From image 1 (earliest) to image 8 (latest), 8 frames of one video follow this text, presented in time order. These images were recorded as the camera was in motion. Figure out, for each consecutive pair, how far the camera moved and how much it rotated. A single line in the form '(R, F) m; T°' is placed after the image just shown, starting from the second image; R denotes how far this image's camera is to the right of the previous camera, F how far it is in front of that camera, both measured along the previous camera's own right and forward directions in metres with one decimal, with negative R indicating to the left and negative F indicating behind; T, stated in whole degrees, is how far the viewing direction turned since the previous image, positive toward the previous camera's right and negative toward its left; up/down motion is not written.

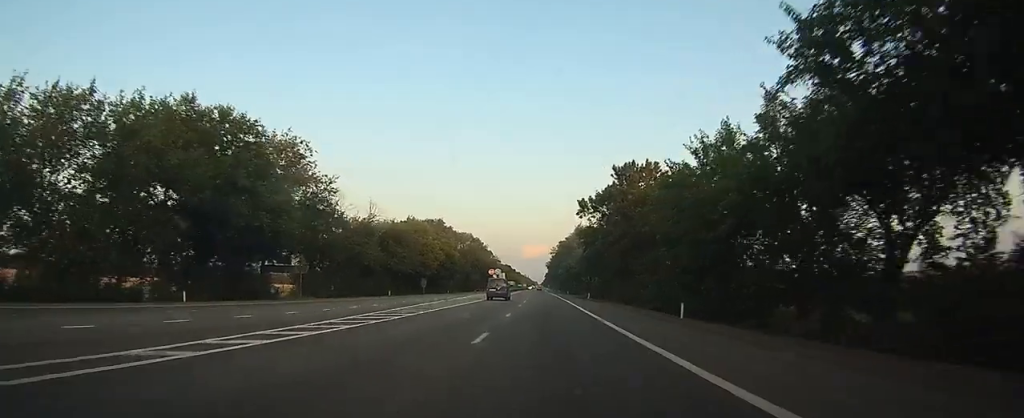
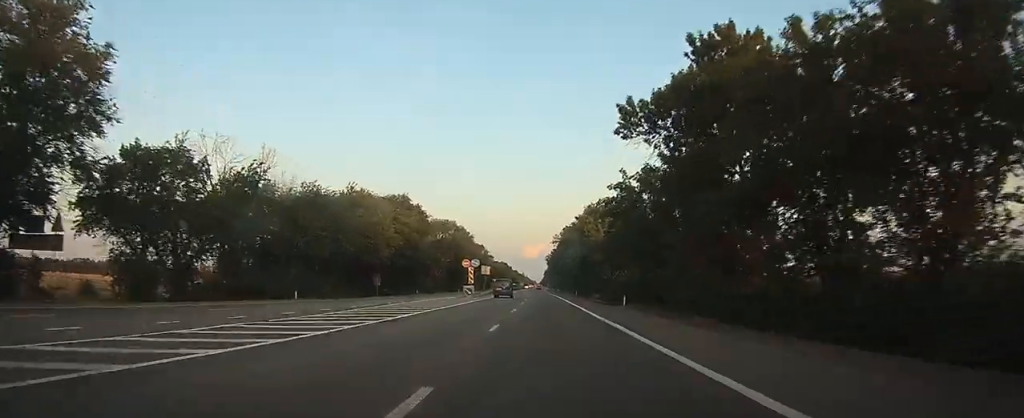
(+0.1, +32.5) m; 0°
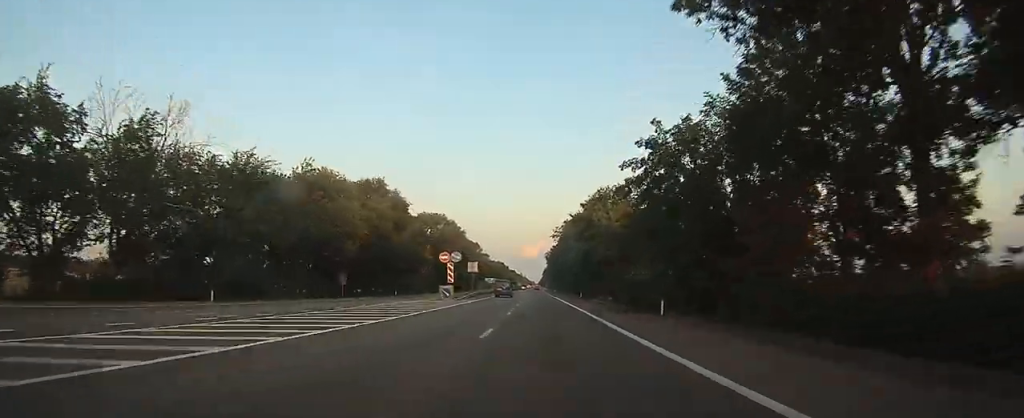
(0.0, +13.9) m; 0°
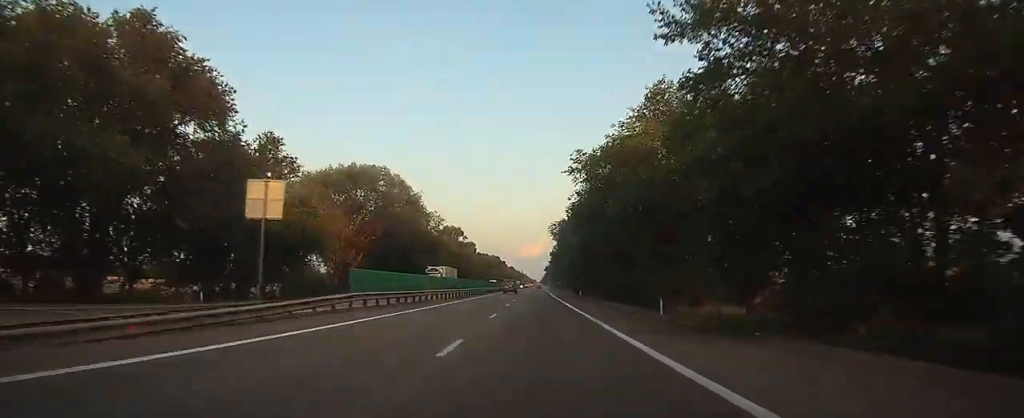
(+0.2, +51.9) m; 0°
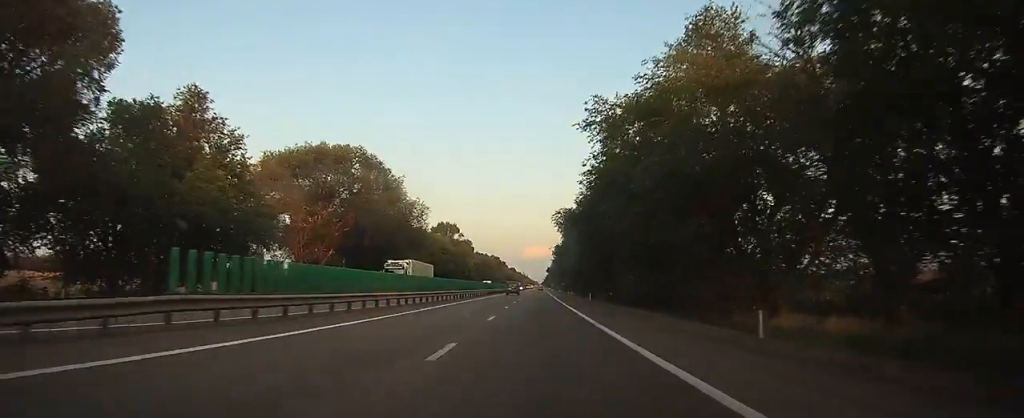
(+0.1, +12.4) m; 0°
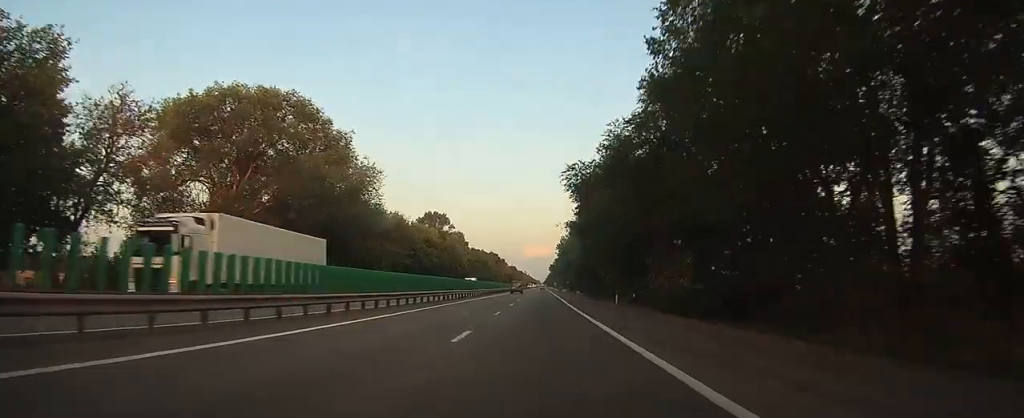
(-0.2, +20.7) m; -1°
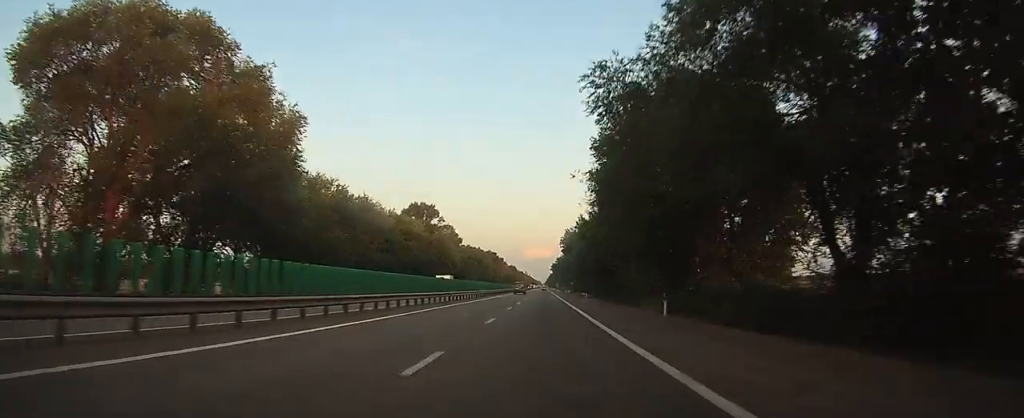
(-0.1, +16.6) m; 0°
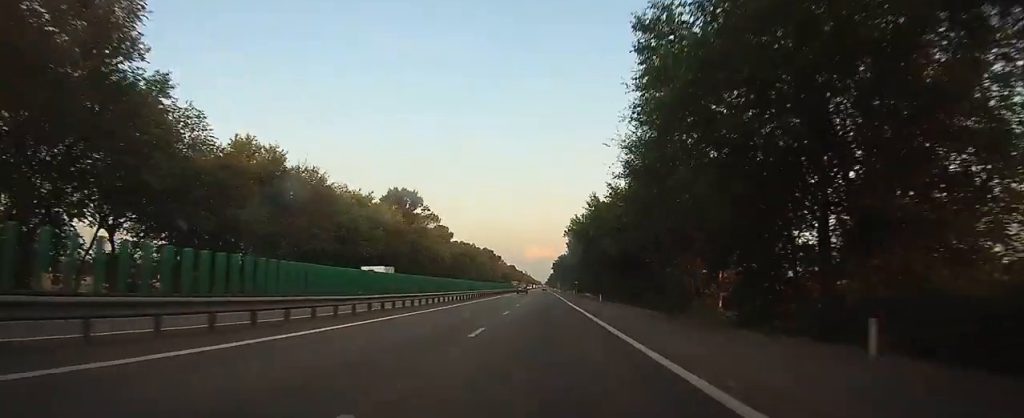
(0.0, +17.4) m; 0°
